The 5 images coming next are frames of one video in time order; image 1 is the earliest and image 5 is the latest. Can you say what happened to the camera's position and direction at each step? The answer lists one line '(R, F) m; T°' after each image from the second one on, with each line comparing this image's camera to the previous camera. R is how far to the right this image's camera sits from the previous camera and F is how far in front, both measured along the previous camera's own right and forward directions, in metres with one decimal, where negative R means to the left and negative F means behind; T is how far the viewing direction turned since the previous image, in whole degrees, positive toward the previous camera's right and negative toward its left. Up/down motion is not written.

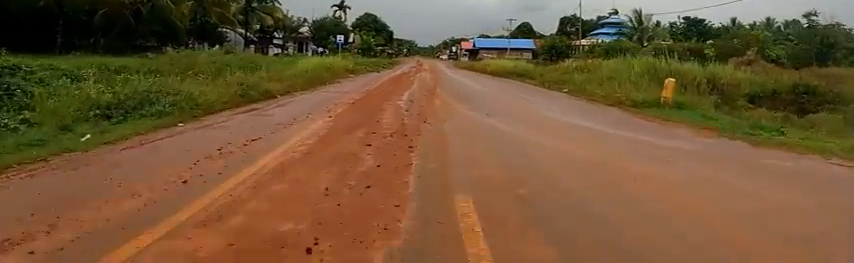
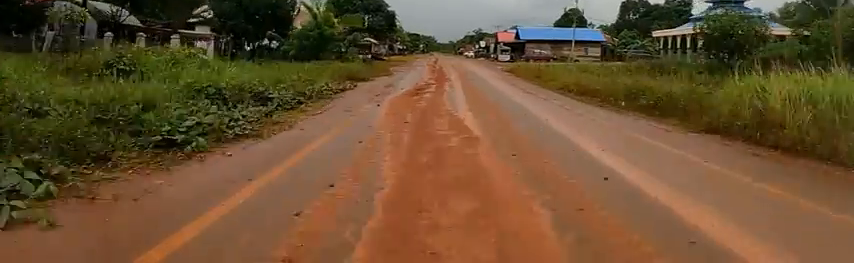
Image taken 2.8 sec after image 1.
(-0.3, +34.0) m; -4°
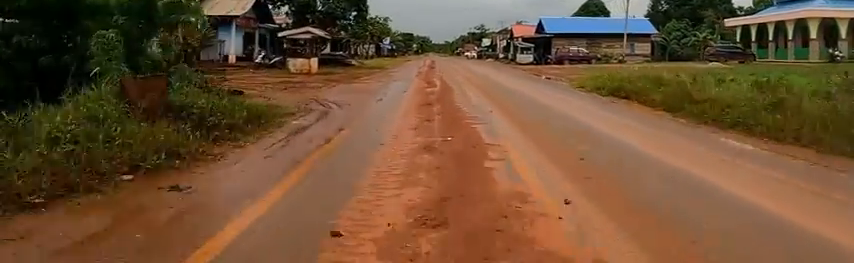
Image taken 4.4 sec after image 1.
(+0.6, +19.7) m; +5°
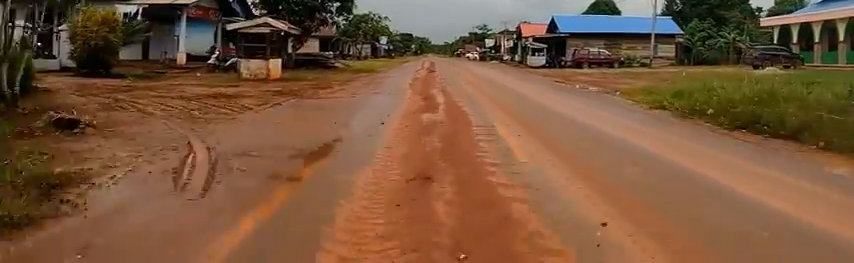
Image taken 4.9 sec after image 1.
(+0.7, +6.4) m; 0°
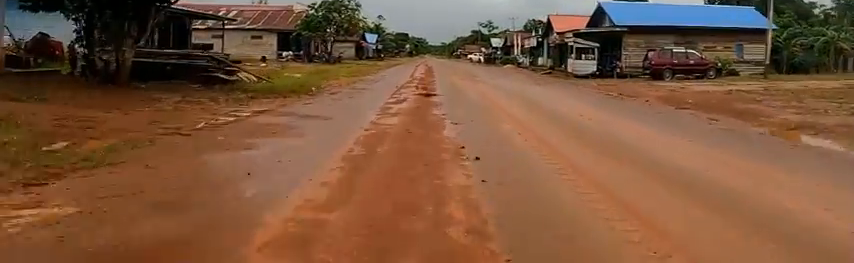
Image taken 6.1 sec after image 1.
(-1.1, +15.8) m; 0°
